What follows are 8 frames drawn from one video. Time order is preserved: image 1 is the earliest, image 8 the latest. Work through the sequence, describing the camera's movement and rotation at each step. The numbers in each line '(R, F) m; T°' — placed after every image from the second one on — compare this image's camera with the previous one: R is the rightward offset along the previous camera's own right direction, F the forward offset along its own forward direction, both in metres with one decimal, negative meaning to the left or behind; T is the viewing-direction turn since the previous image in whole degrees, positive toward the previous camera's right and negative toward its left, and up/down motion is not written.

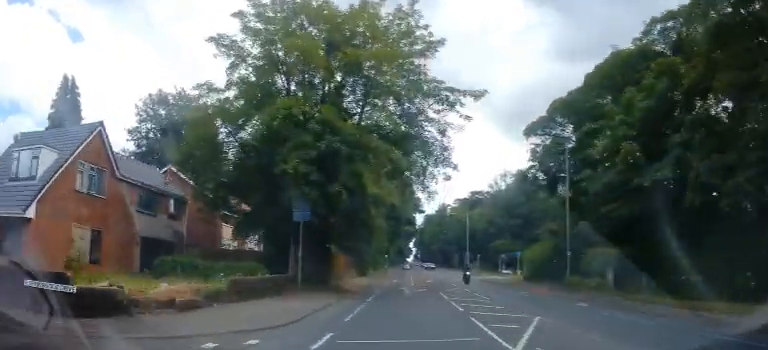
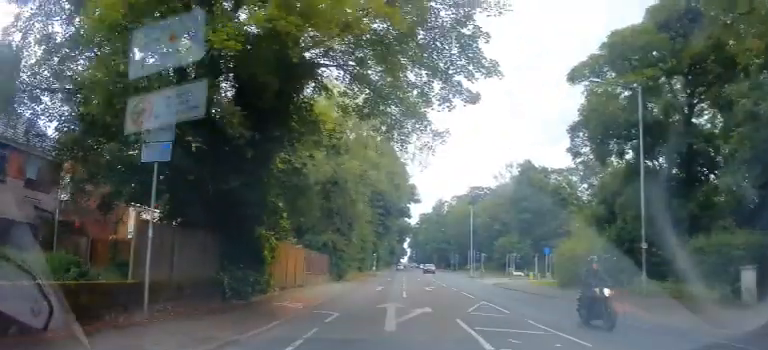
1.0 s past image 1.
(0.0, +12.2) m; +1°
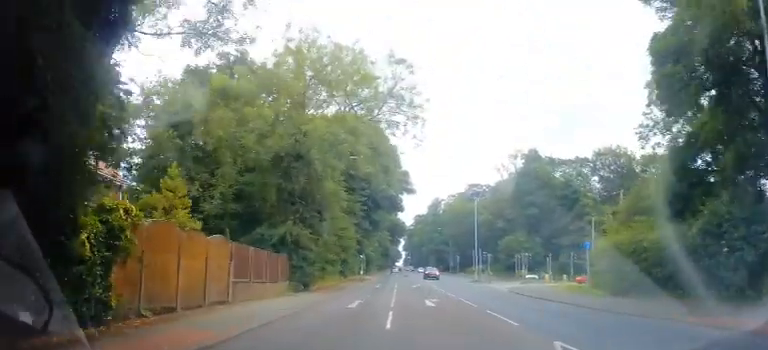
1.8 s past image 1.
(+0.1, +10.1) m; 0°
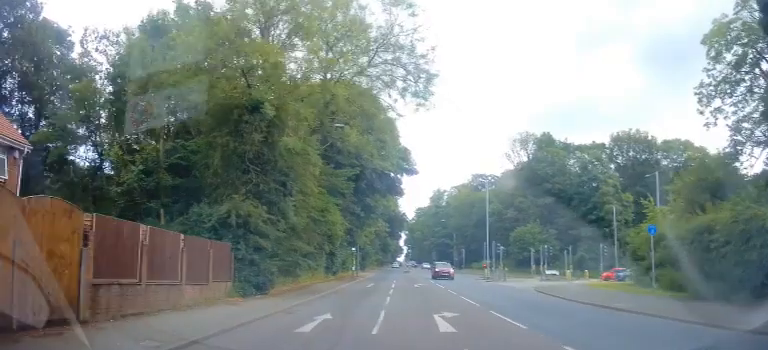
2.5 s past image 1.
(-0.1, +8.2) m; 0°
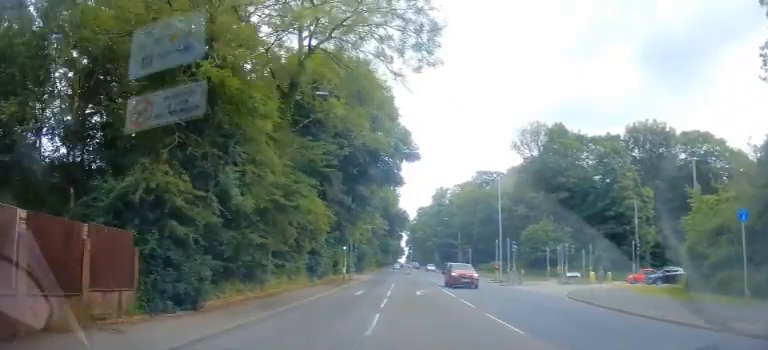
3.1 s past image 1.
(0.0, +6.3) m; 0°
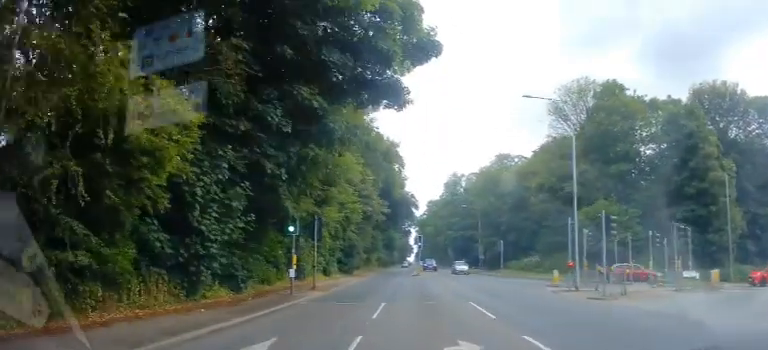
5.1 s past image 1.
(0.0, +18.8) m; -2°
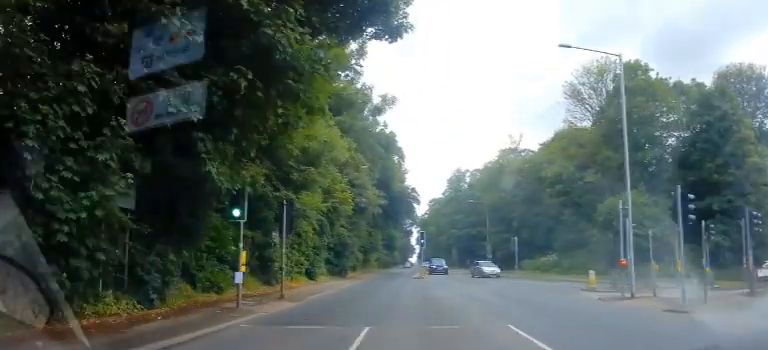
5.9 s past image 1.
(-0.2, +6.5) m; 0°
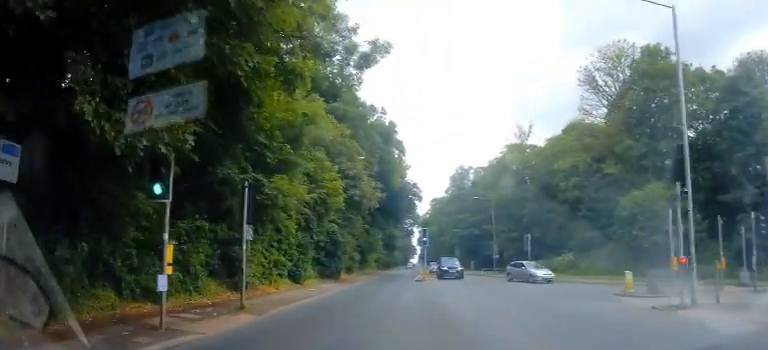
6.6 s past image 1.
(+0.1, +4.7) m; +2°
